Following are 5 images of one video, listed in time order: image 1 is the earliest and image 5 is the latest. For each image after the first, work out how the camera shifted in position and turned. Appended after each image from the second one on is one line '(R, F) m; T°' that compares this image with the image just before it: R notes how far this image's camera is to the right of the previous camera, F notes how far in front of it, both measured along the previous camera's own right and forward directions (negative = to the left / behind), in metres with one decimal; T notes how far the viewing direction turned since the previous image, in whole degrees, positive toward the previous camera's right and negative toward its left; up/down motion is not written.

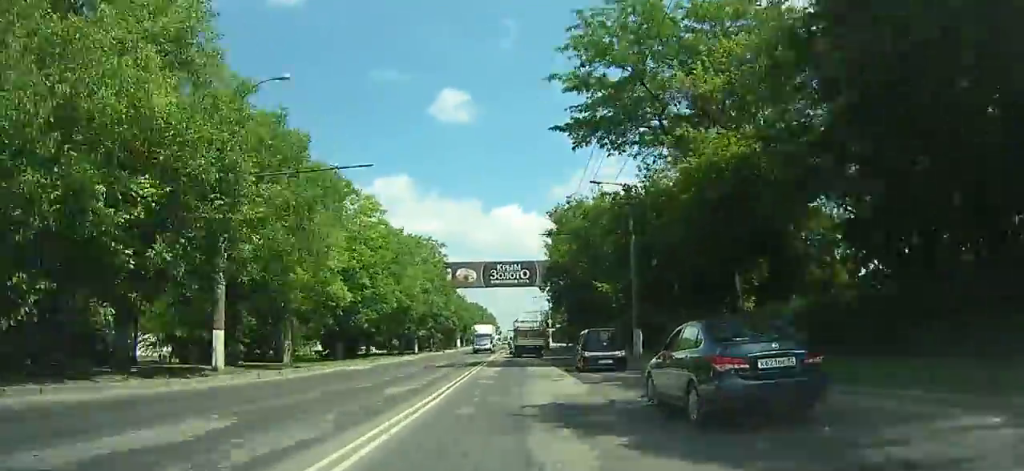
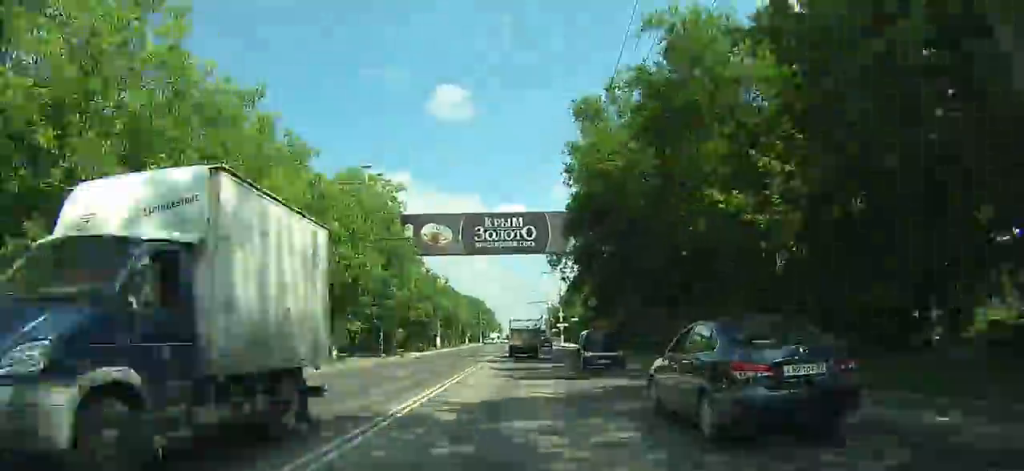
(-0.4, +27.0) m; -1°
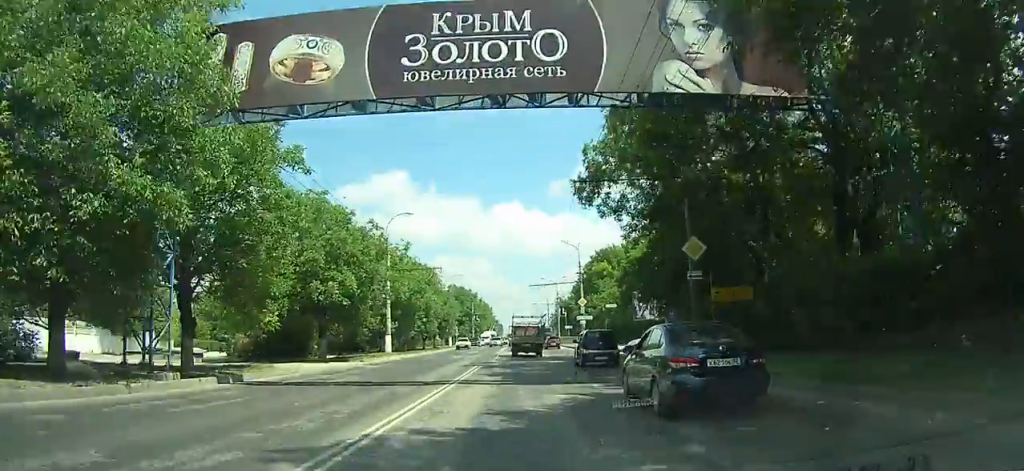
(-0.4, +29.0) m; 0°
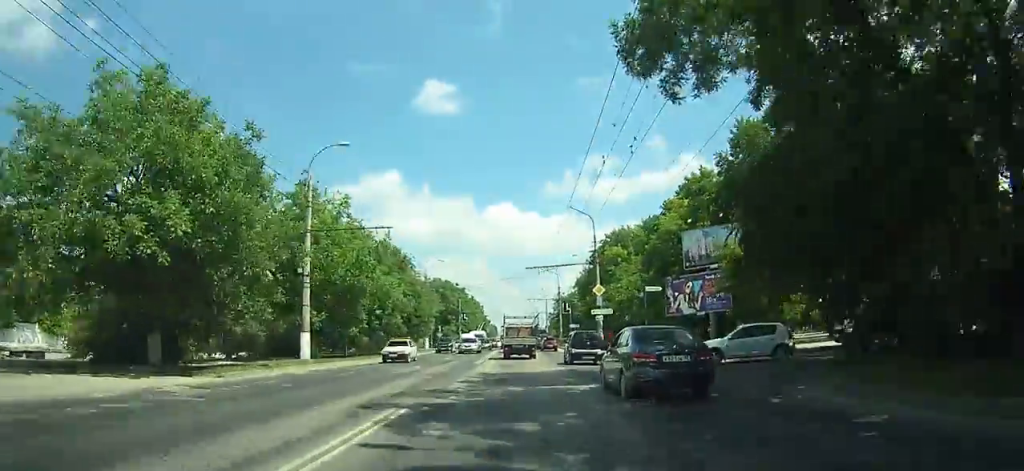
(-0.1, +16.5) m; +1°
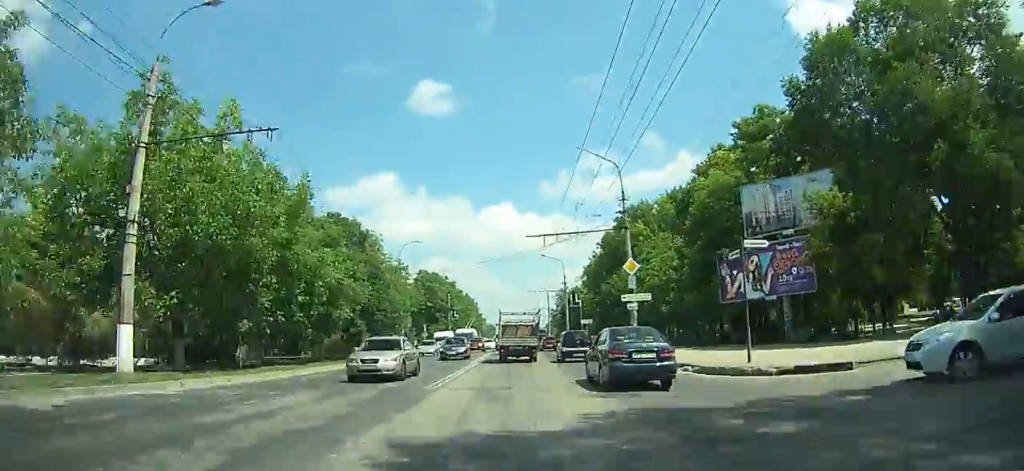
(+0.3, +13.8) m; +1°
